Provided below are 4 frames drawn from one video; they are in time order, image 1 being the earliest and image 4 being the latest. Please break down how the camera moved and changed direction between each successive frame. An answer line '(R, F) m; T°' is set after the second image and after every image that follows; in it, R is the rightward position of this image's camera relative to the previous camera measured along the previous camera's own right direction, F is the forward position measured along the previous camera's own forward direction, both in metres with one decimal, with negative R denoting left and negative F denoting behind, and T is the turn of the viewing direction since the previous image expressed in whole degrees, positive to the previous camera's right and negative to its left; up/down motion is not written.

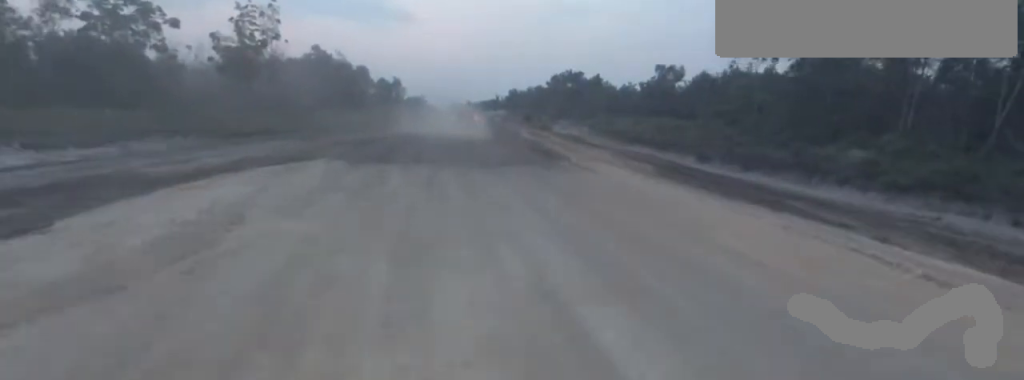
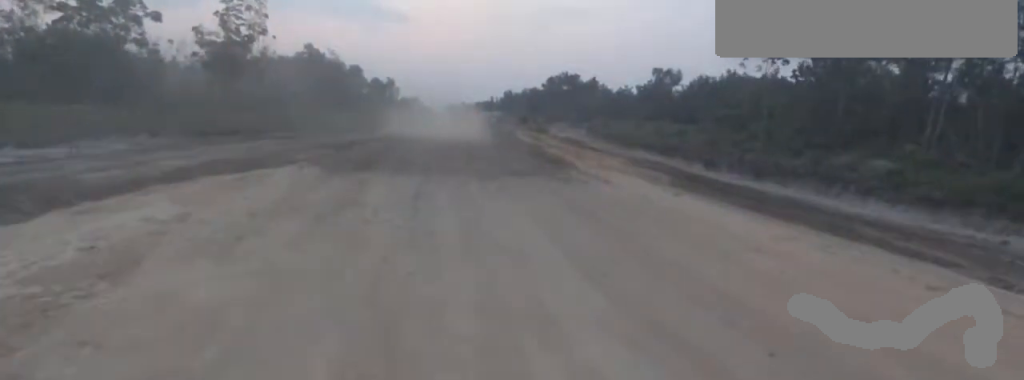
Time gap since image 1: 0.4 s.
(-0.1, +2.3) m; +5°
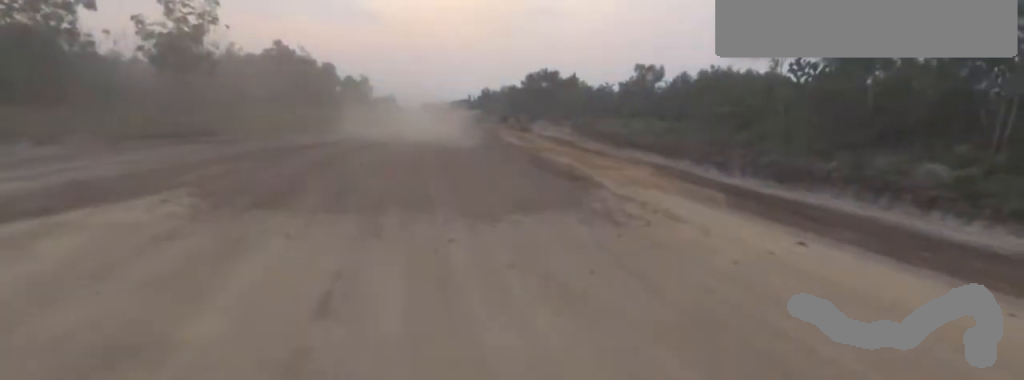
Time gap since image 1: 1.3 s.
(+1.1, +5.4) m; -2°
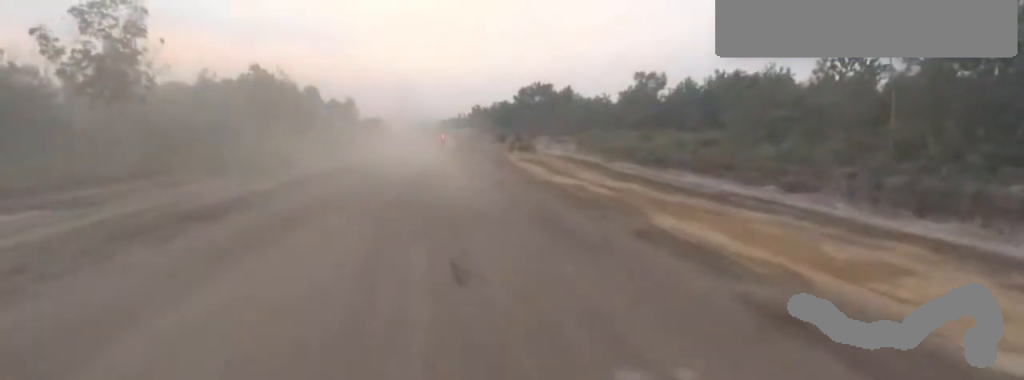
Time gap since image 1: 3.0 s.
(-1.0, +10.6) m; +2°
